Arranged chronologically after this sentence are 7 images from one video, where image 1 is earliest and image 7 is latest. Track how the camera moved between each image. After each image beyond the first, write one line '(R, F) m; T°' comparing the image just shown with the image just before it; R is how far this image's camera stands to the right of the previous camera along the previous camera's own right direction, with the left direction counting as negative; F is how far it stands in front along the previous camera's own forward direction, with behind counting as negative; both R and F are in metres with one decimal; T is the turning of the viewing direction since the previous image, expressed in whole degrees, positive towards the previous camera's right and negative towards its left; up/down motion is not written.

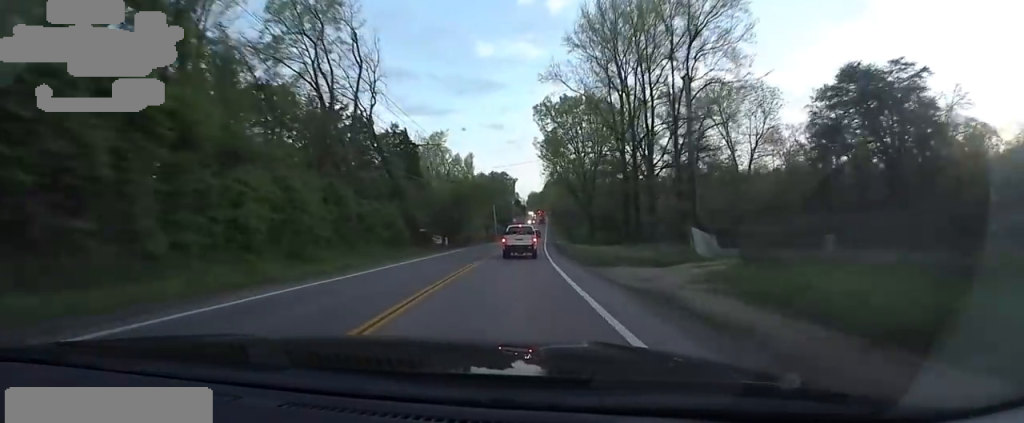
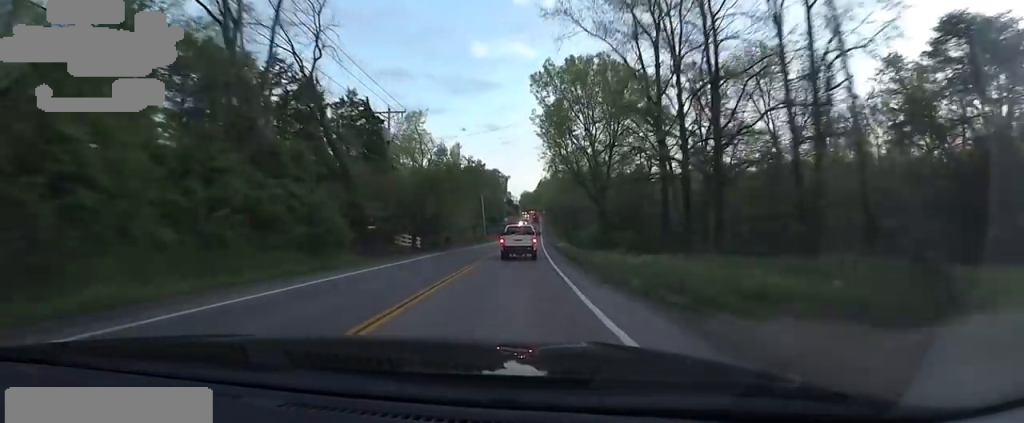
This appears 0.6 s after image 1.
(0.0, +12.1) m; 0°
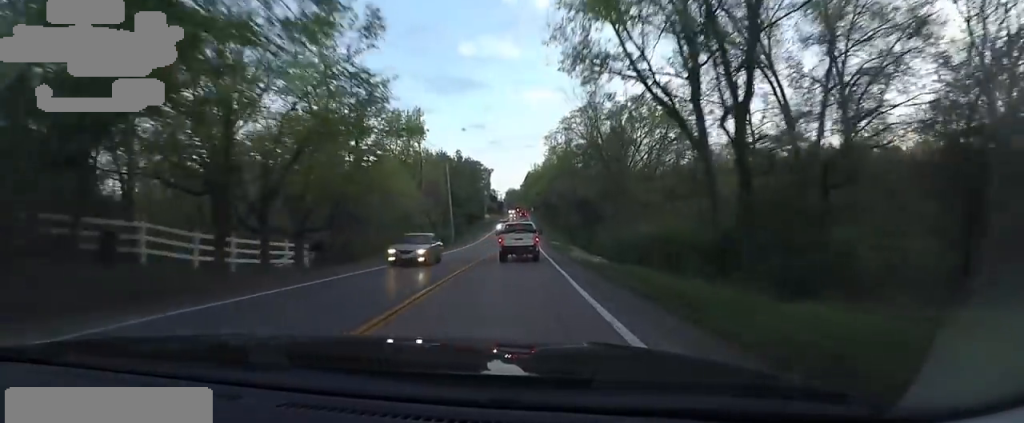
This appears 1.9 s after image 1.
(+0.4, +27.4) m; +1°
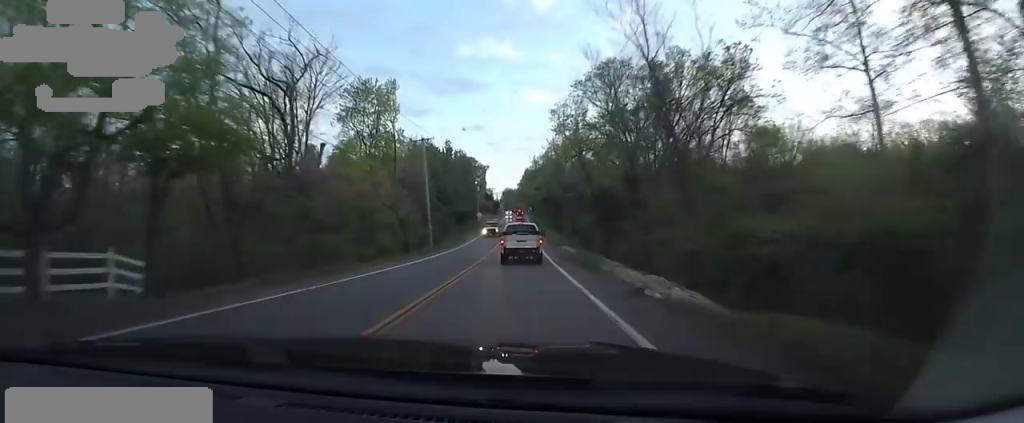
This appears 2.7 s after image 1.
(0.0, +14.0) m; 0°
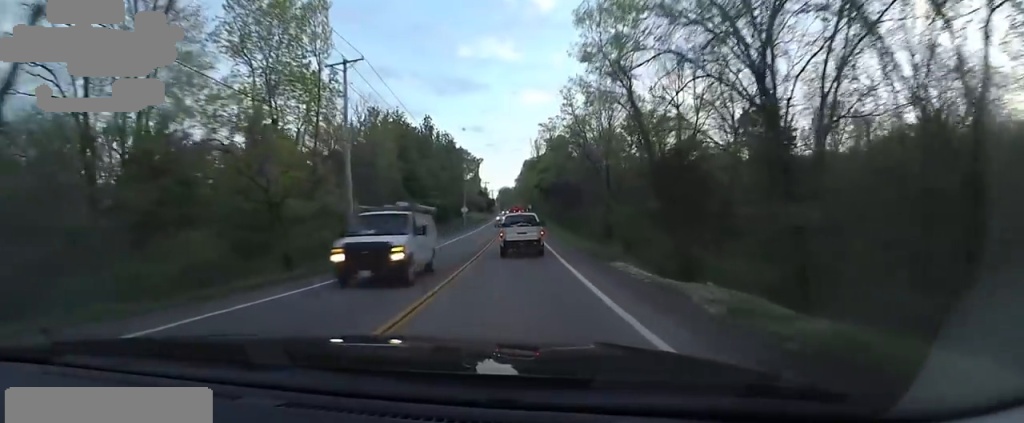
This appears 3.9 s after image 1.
(+0.2, +22.5) m; +3°
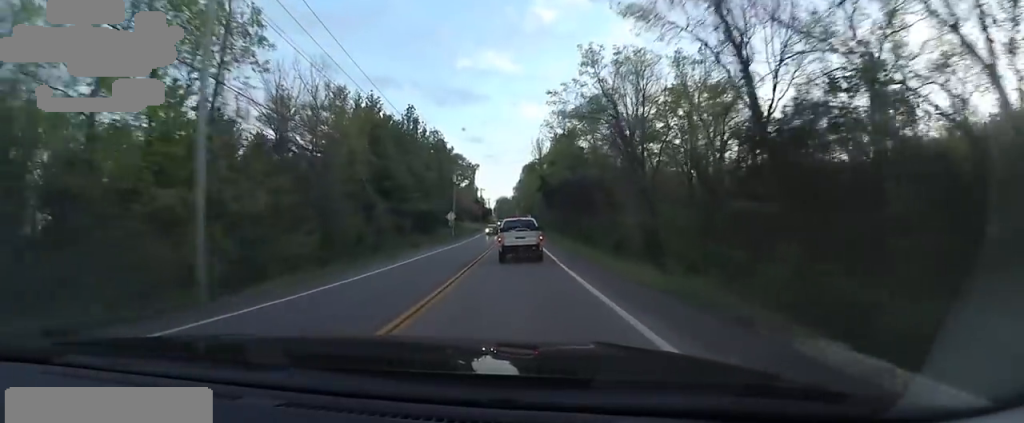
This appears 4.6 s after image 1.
(+0.4, +12.9) m; +1°
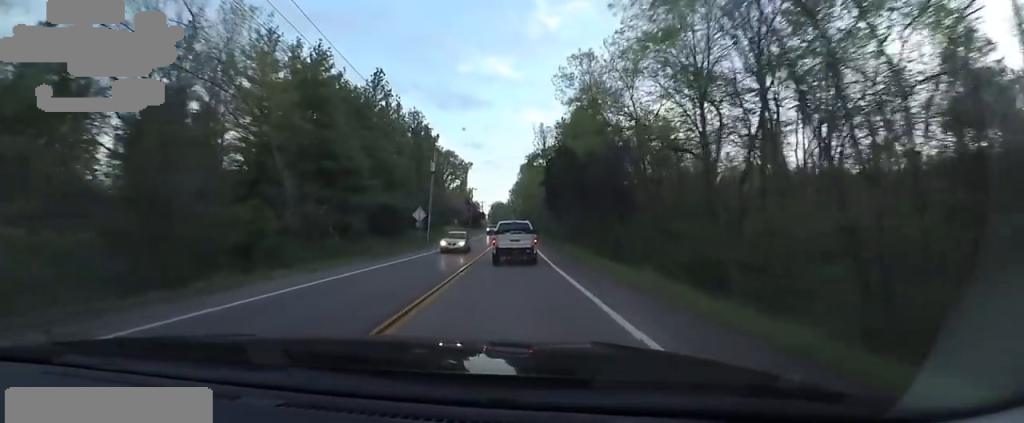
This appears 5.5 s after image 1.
(-0.2, +16.6) m; 0°
